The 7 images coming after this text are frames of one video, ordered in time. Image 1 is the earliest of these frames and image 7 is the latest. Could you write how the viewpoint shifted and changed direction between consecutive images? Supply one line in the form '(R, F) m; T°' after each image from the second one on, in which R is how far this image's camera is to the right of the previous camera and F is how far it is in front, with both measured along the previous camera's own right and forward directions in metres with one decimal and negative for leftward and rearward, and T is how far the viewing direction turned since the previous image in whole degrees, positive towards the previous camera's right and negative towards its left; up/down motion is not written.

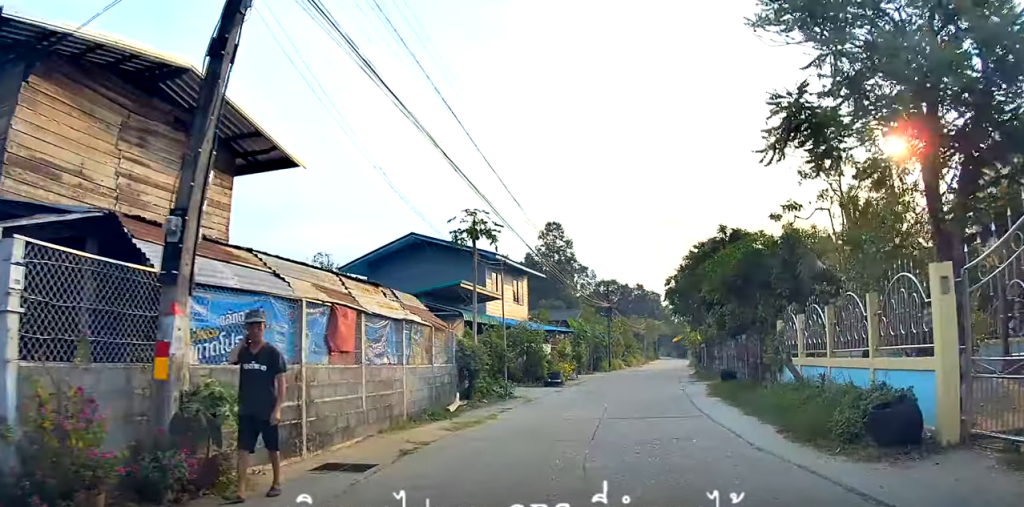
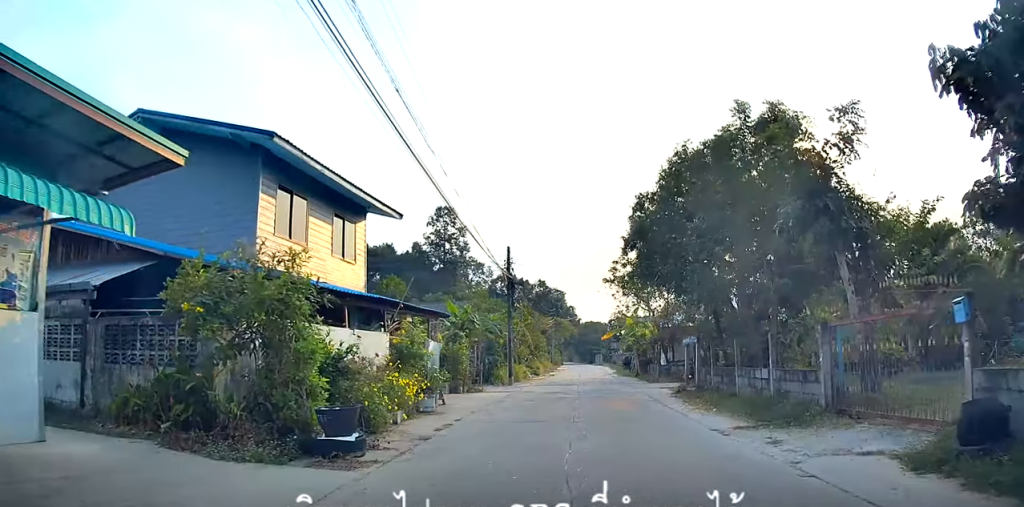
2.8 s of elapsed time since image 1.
(+1.0, +14.2) m; +11°
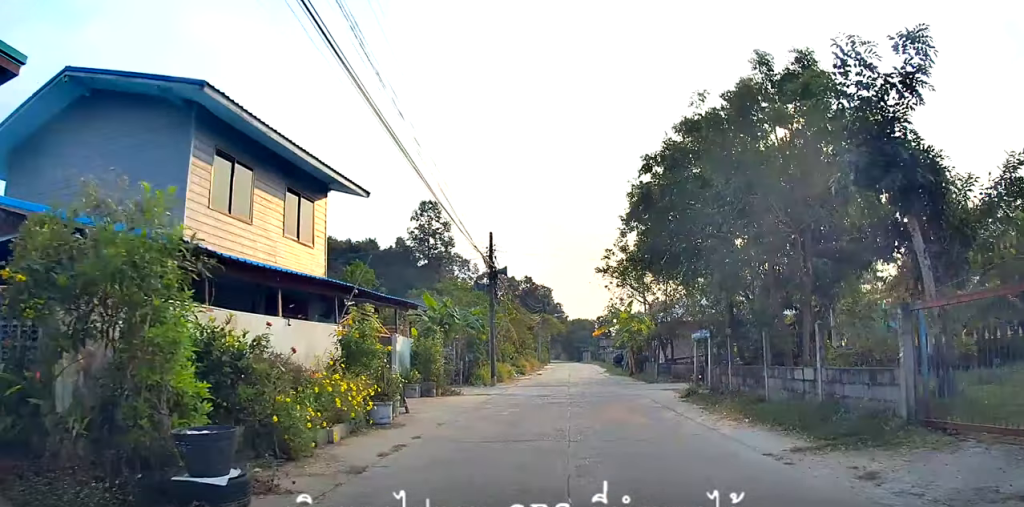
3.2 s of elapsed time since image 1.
(0.0, +2.2) m; +2°
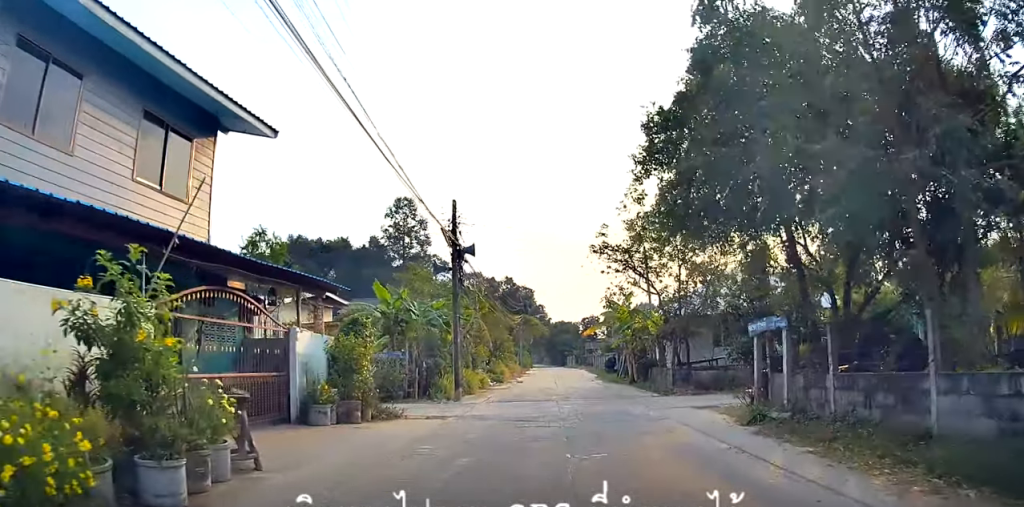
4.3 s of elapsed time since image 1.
(+0.2, +5.4) m; +5°
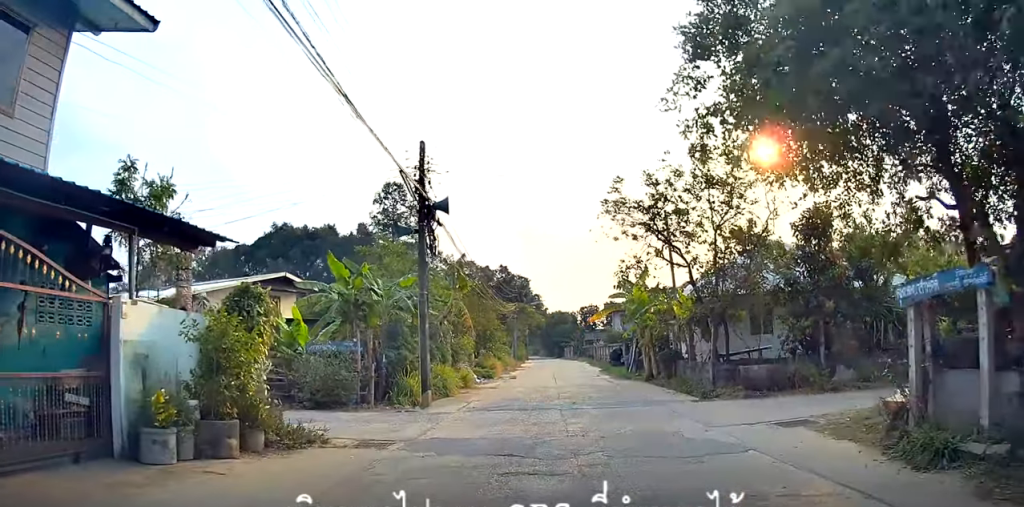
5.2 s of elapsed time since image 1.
(+0.2, +4.8) m; +1°
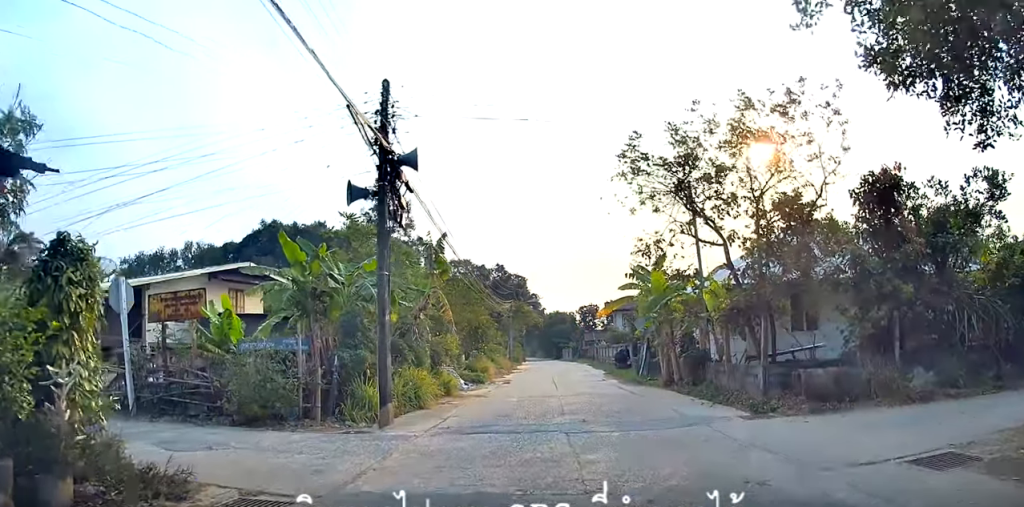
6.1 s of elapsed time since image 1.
(0.0, +4.3) m; -1°
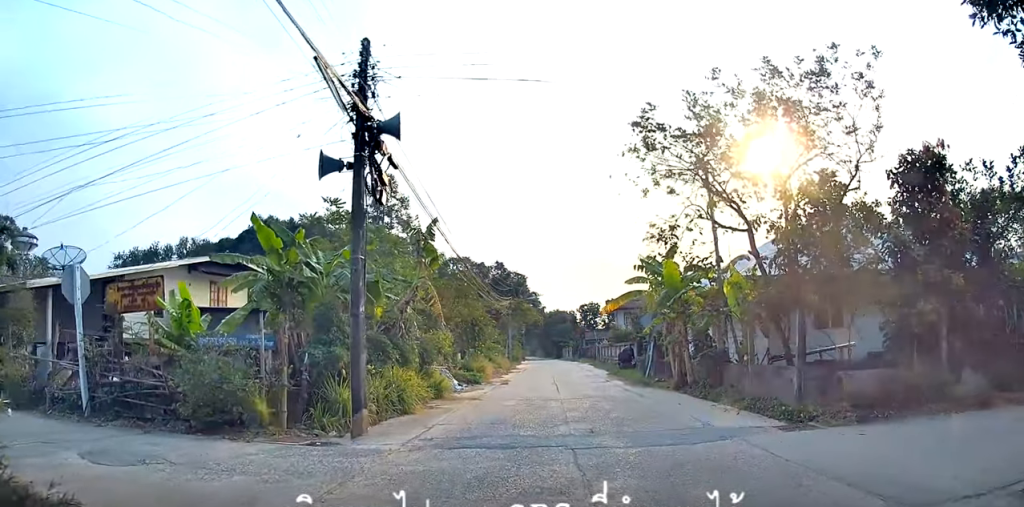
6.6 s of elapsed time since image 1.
(0.0, +2.3) m; 0°
